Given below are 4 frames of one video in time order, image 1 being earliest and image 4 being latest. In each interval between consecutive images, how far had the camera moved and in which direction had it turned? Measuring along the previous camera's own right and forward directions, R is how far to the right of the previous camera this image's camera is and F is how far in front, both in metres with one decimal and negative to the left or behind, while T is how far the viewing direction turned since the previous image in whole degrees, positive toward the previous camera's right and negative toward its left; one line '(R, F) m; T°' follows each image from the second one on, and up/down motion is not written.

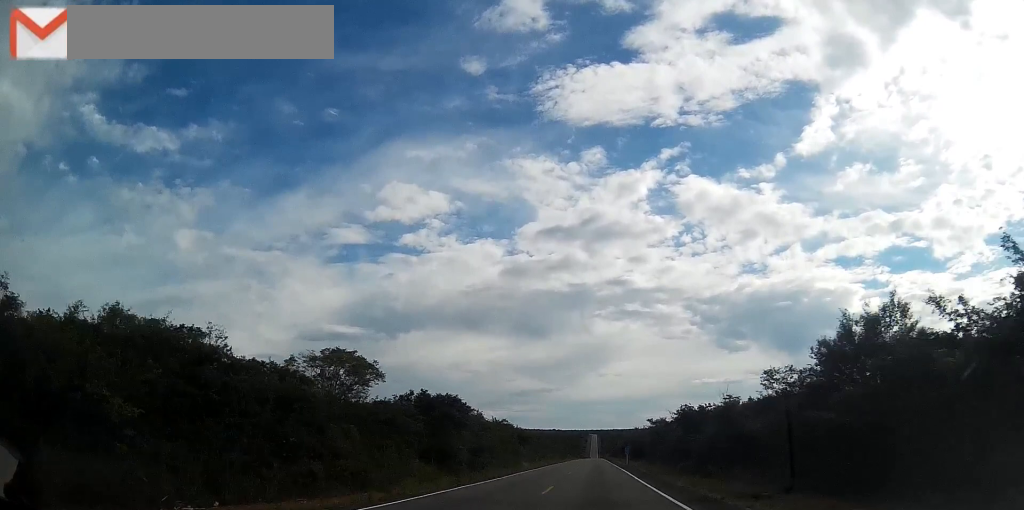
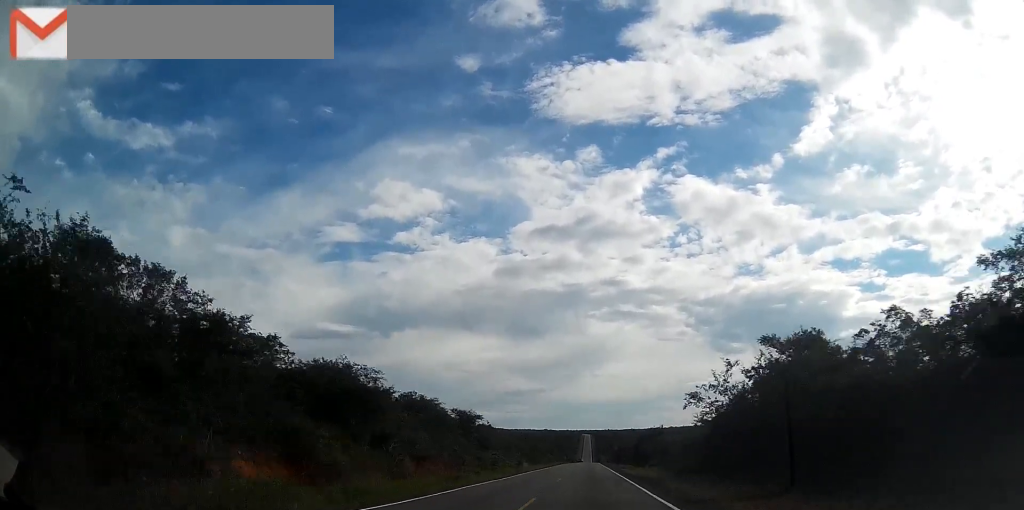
(+0.1, +84.4) m; 0°
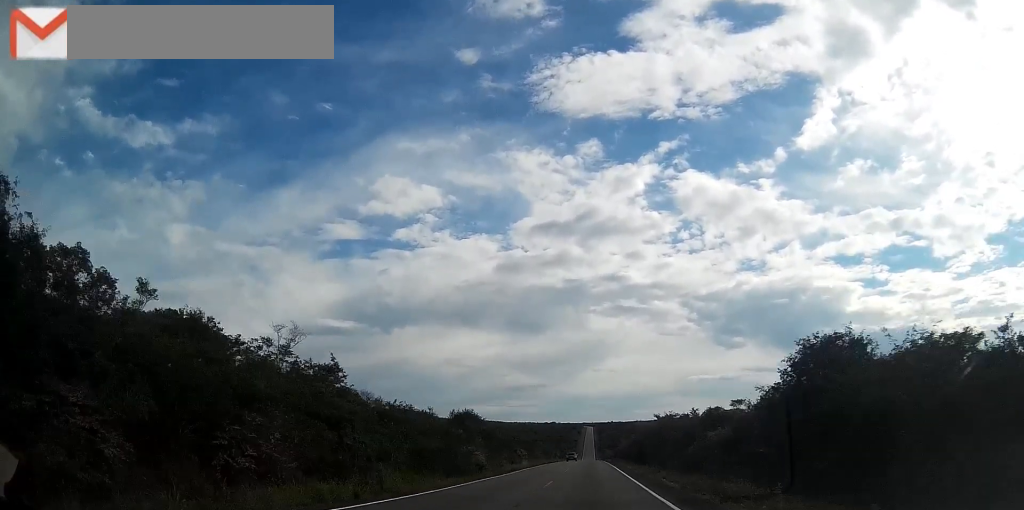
(0.0, +71.1) m; 0°
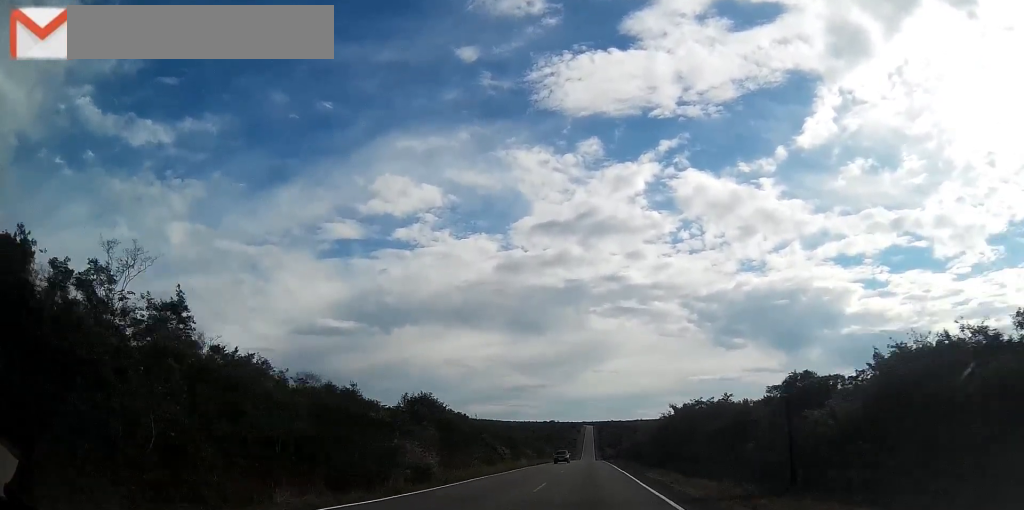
(0.0, +18.2) m; 0°
